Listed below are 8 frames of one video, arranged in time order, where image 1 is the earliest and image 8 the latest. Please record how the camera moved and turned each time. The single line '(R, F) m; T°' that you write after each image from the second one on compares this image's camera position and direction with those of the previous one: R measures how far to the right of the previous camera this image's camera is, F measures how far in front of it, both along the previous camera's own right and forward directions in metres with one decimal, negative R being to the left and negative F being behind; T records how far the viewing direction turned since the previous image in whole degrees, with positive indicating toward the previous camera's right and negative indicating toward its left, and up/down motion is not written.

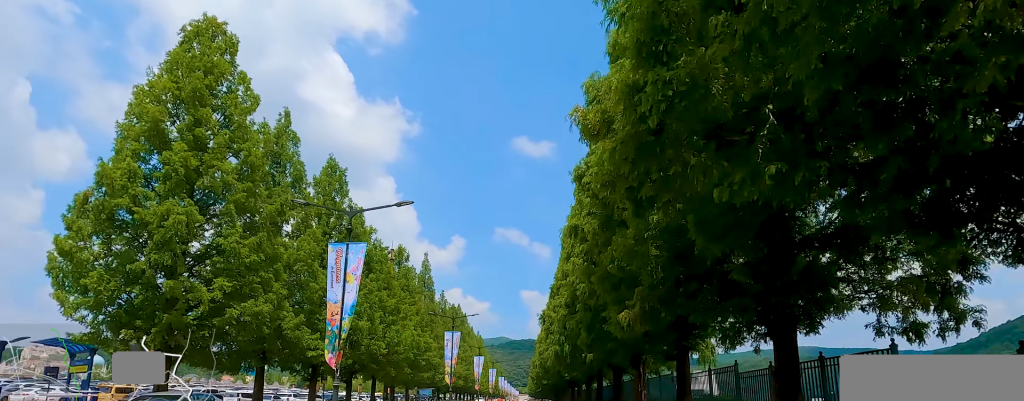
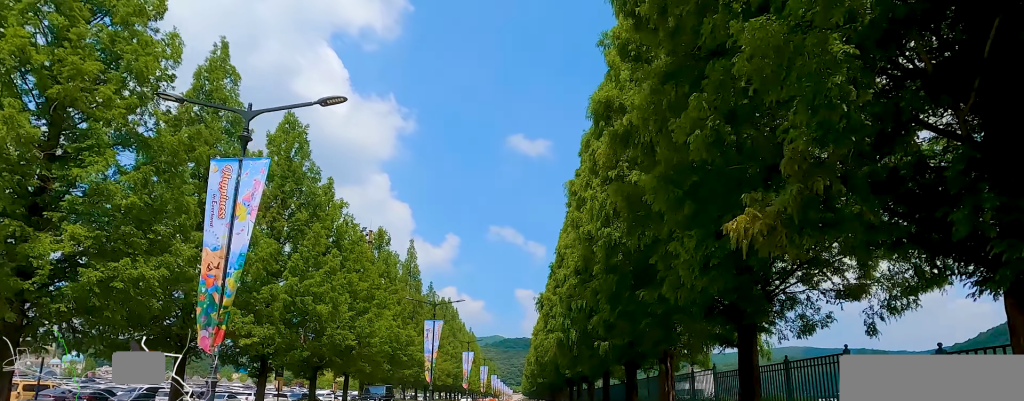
(-0.4, +7.9) m; -1°
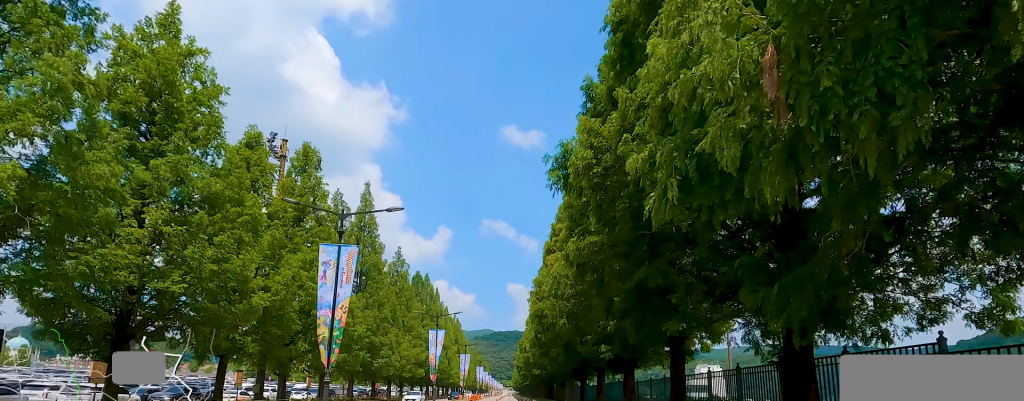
(+1.3, +22.6) m; +3°
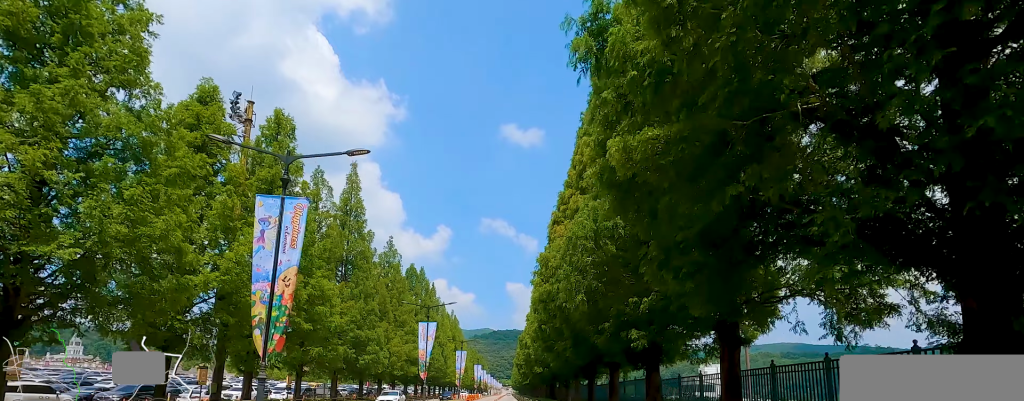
(0.0, +5.6) m; 0°
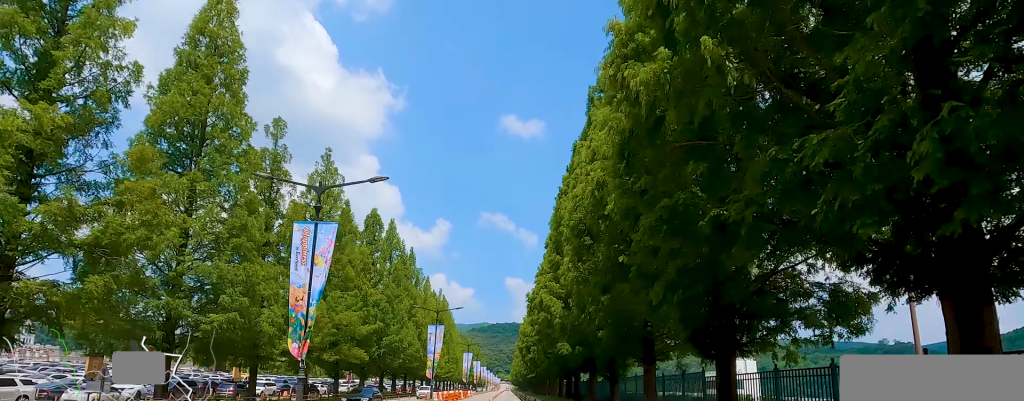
(-1.7, +28.1) m; 0°
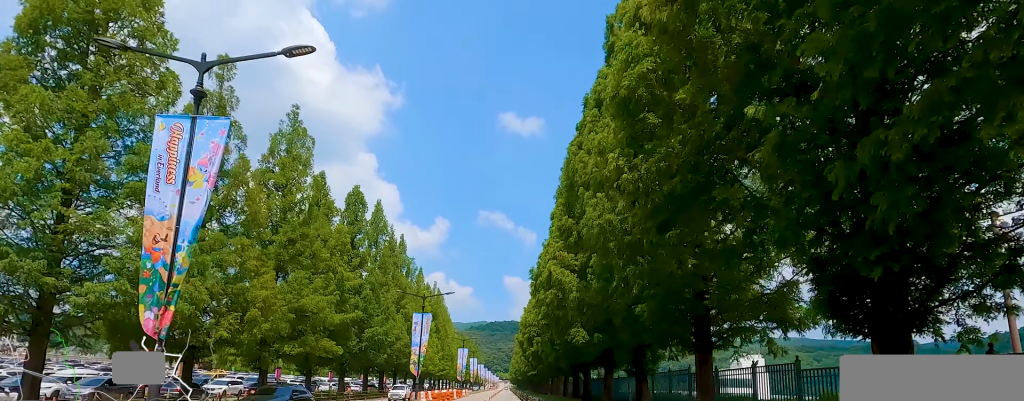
(+0.9, +7.7) m; 0°
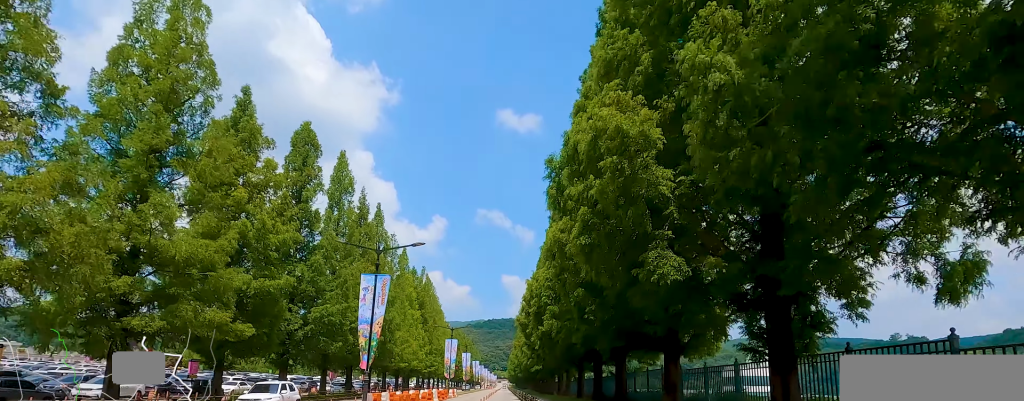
(-0.2, +14.7) m; -2°
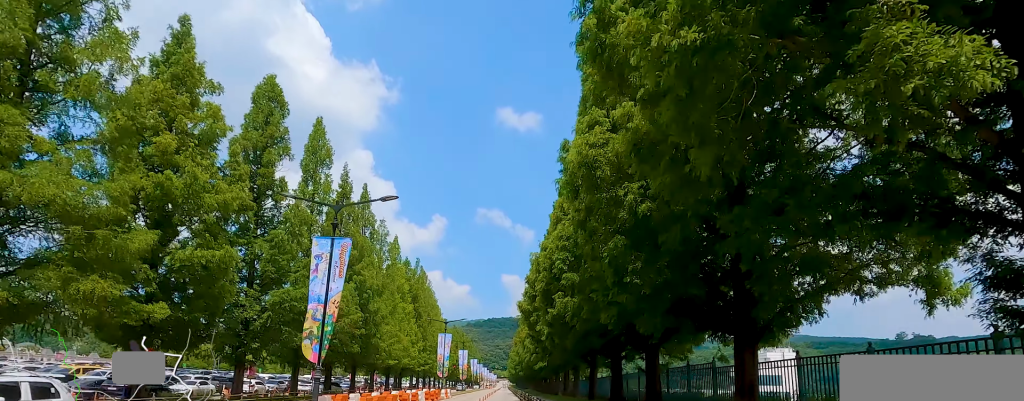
(-0.5, +7.0) m; -1°
